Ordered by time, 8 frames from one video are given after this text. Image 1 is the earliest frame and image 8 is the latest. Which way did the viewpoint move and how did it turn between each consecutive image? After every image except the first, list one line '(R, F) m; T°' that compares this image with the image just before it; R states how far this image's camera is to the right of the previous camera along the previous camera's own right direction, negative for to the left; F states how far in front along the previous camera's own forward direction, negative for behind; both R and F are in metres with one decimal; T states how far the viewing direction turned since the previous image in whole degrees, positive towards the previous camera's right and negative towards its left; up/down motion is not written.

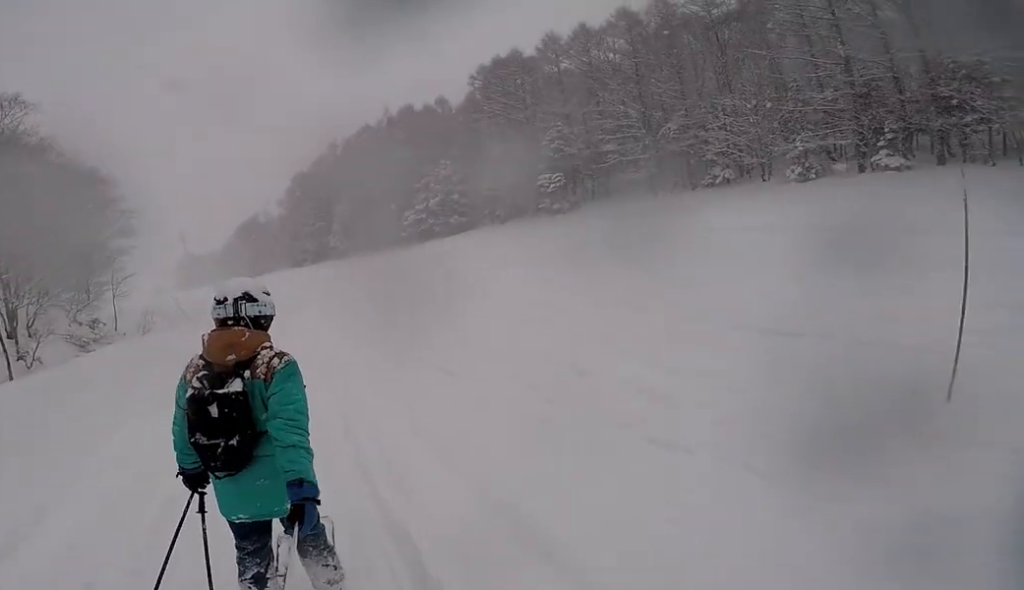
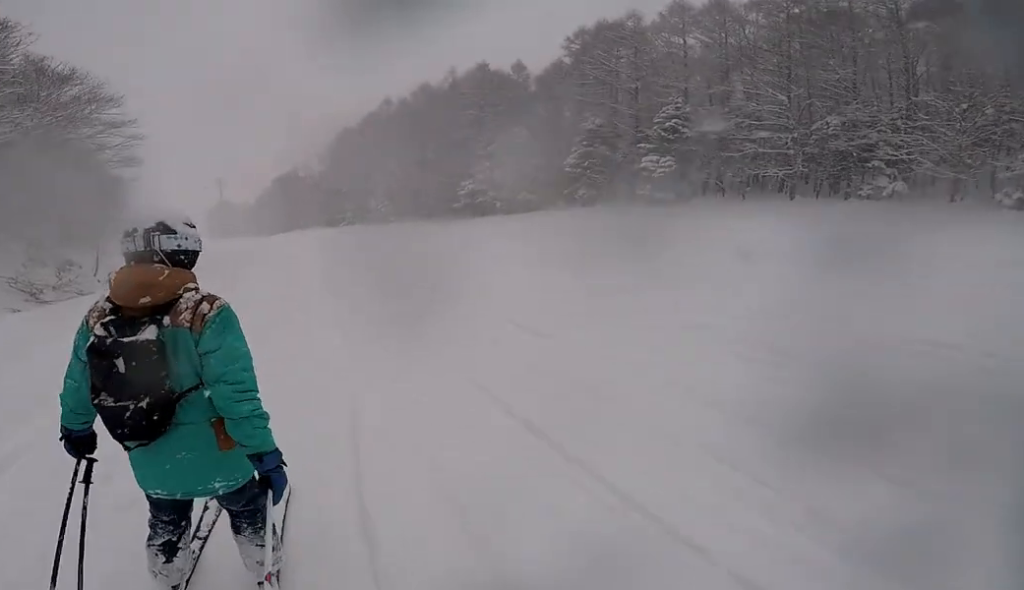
(-0.4, +9.2) m; -10°
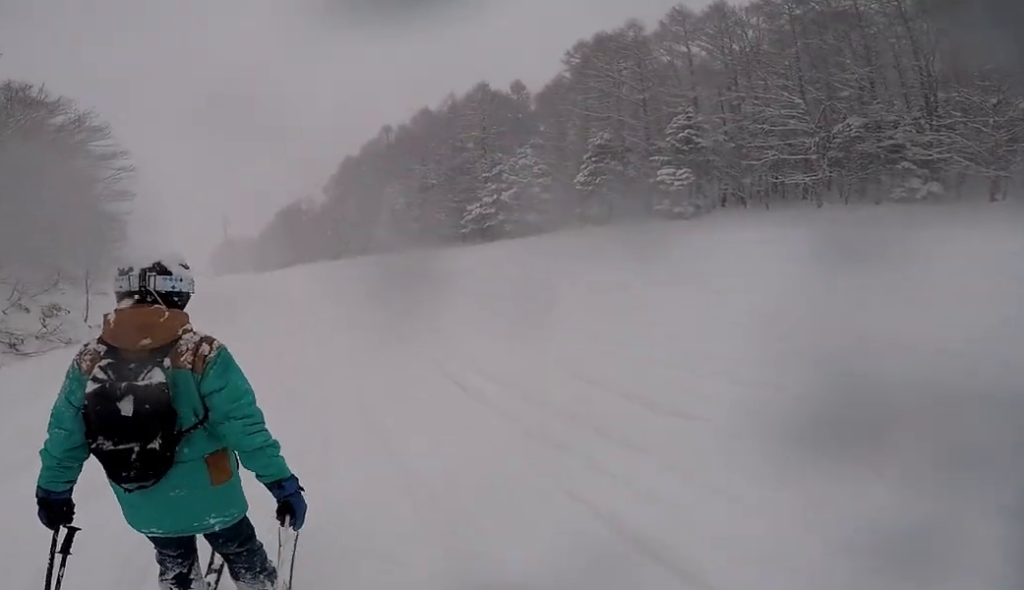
(-0.3, +2.7) m; 0°
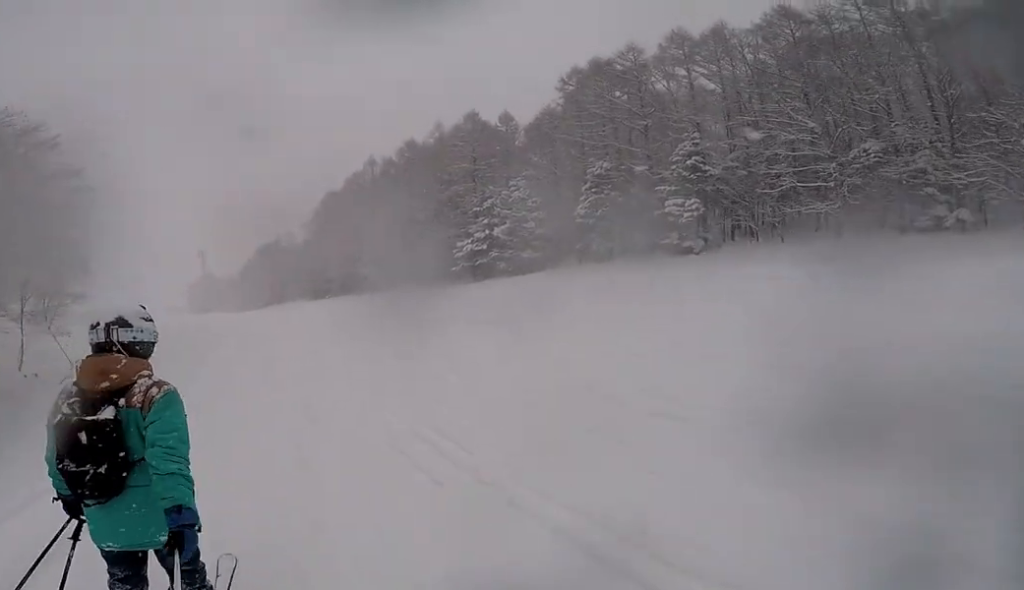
(+0.2, +4.7) m; +7°
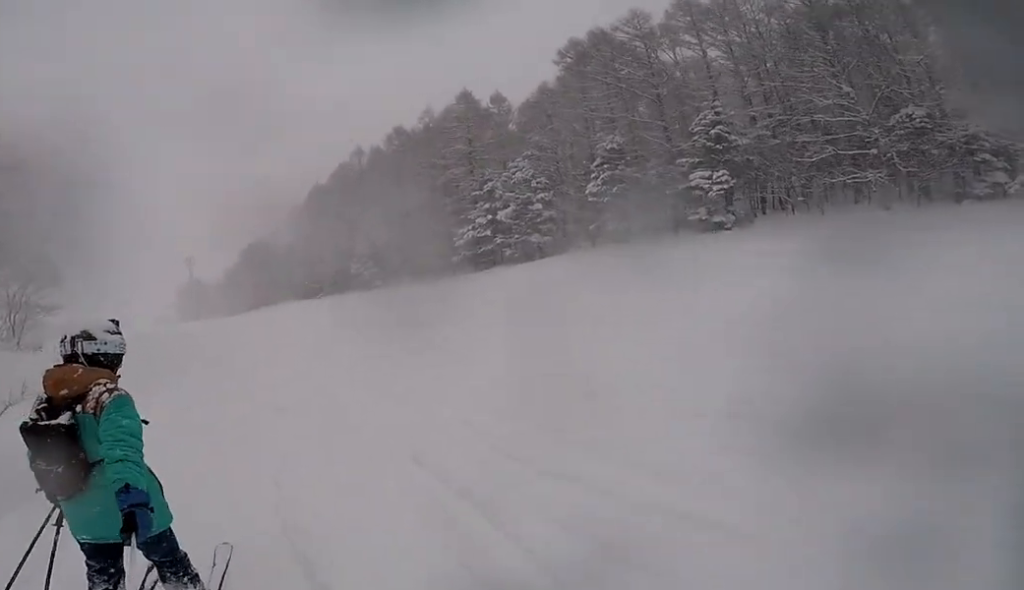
(+0.2, +4.7) m; +3°
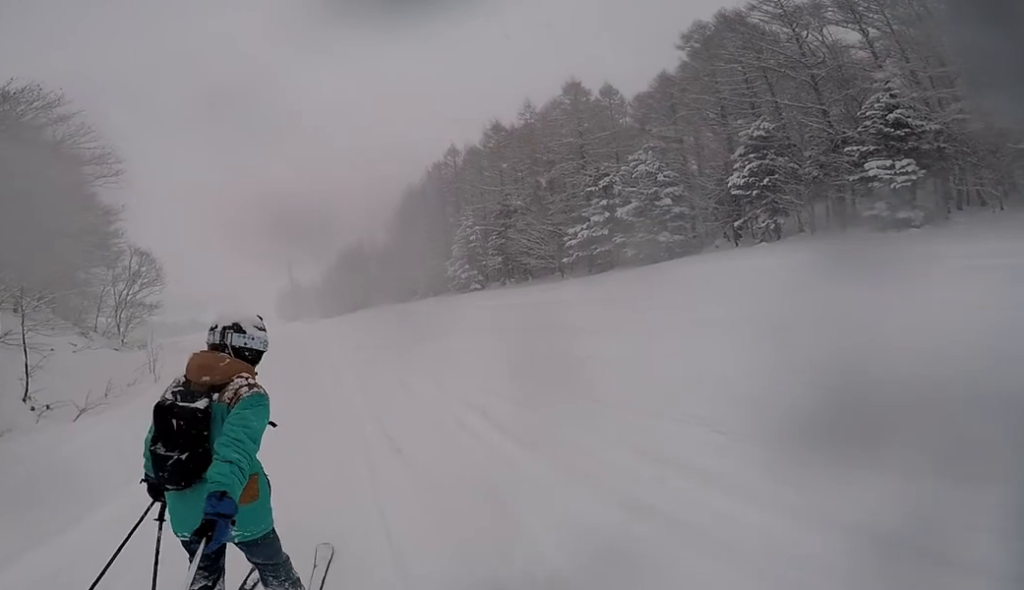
(0.0, +3.3) m; 0°
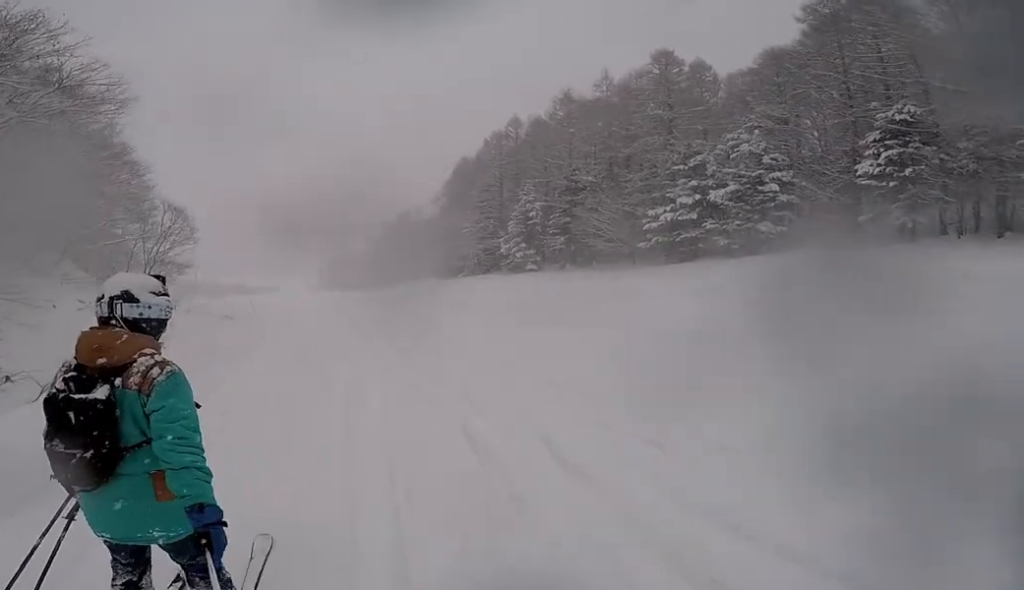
(0.0, +4.4) m; 0°
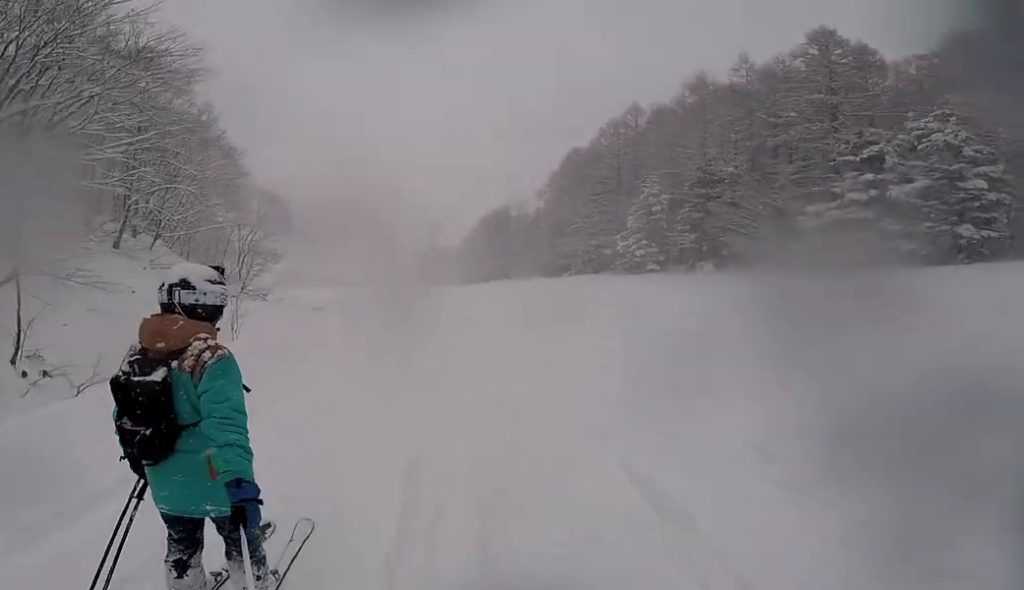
(0.0, +3.7) m; -3°
